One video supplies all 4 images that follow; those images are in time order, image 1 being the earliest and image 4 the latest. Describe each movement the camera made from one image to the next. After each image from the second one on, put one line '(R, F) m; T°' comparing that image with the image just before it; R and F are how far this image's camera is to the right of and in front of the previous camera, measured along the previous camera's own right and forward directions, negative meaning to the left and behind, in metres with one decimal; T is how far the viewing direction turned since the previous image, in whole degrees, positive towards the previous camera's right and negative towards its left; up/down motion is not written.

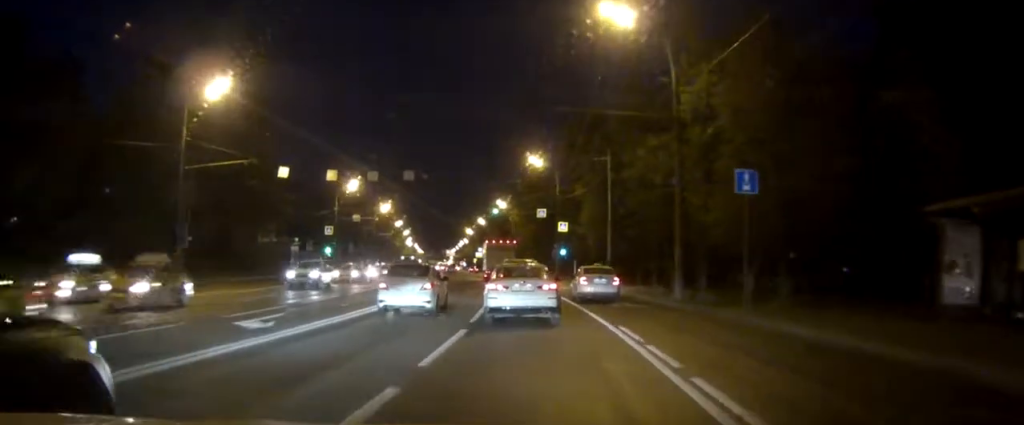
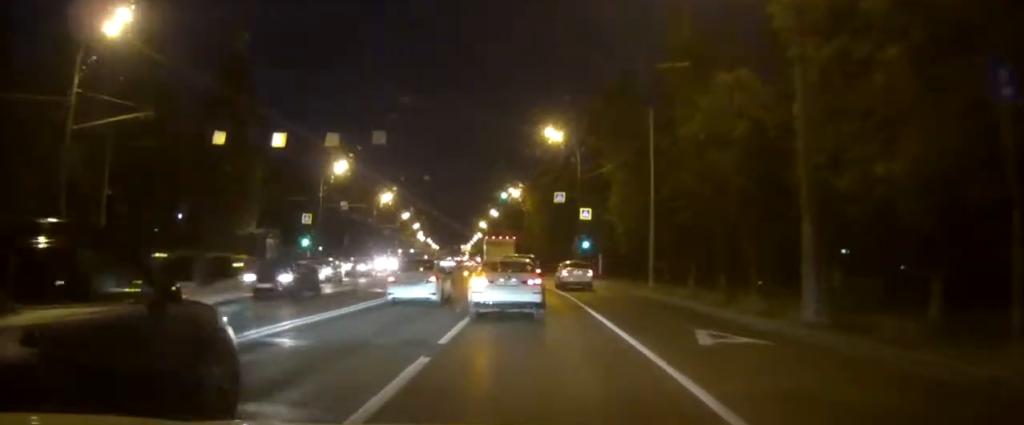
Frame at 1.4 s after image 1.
(-0.1, +13.2) m; -1°
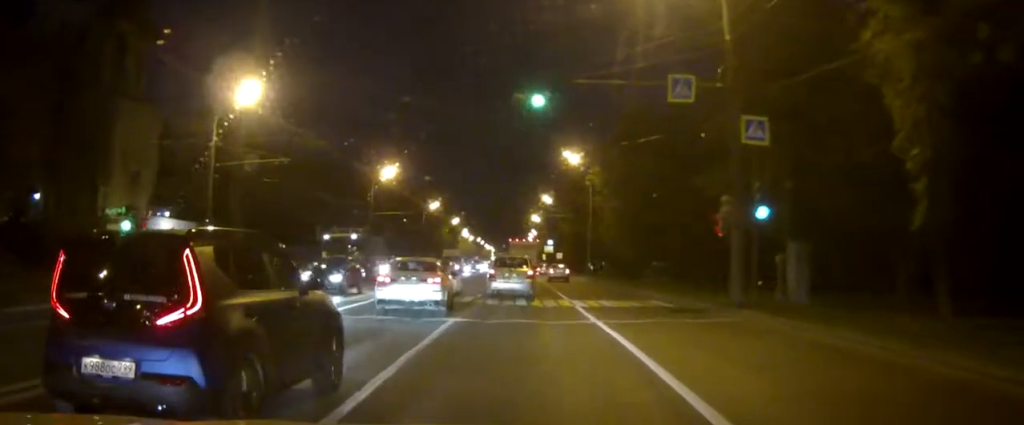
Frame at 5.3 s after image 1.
(-0.8, +39.2) m; -4°
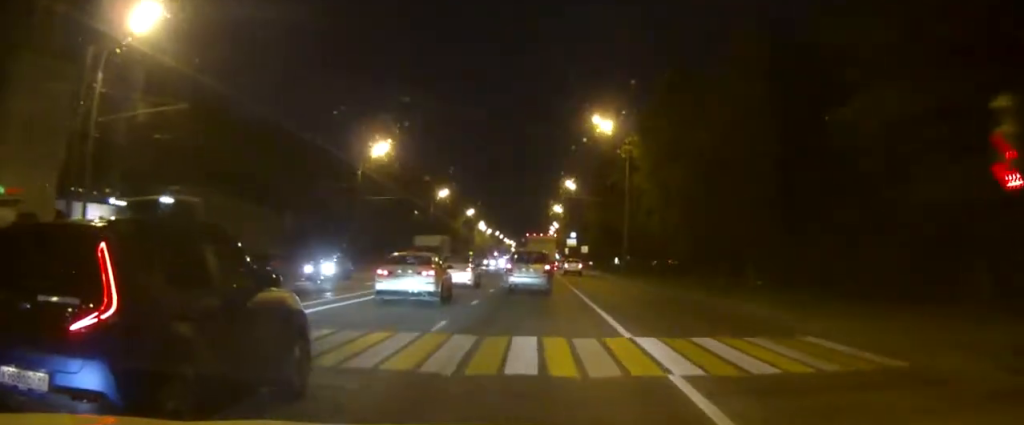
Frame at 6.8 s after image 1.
(-0.4, +15.5) m; -2°
